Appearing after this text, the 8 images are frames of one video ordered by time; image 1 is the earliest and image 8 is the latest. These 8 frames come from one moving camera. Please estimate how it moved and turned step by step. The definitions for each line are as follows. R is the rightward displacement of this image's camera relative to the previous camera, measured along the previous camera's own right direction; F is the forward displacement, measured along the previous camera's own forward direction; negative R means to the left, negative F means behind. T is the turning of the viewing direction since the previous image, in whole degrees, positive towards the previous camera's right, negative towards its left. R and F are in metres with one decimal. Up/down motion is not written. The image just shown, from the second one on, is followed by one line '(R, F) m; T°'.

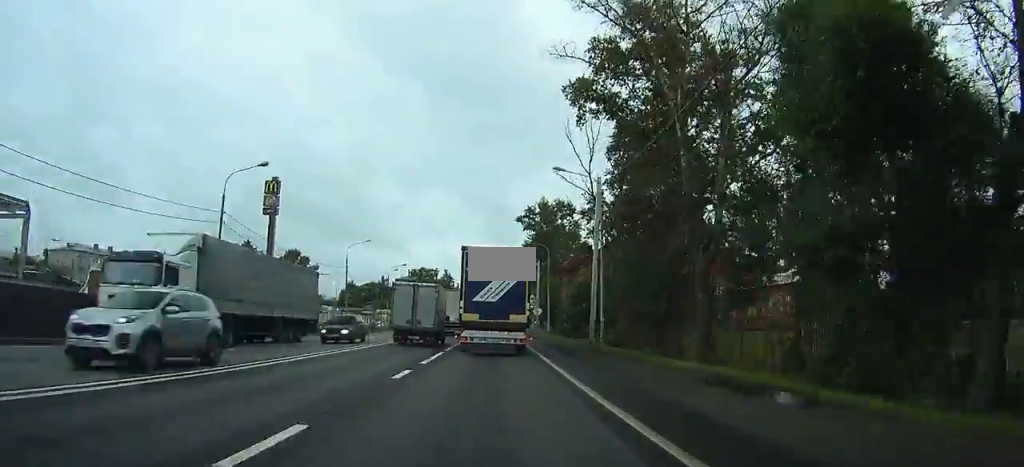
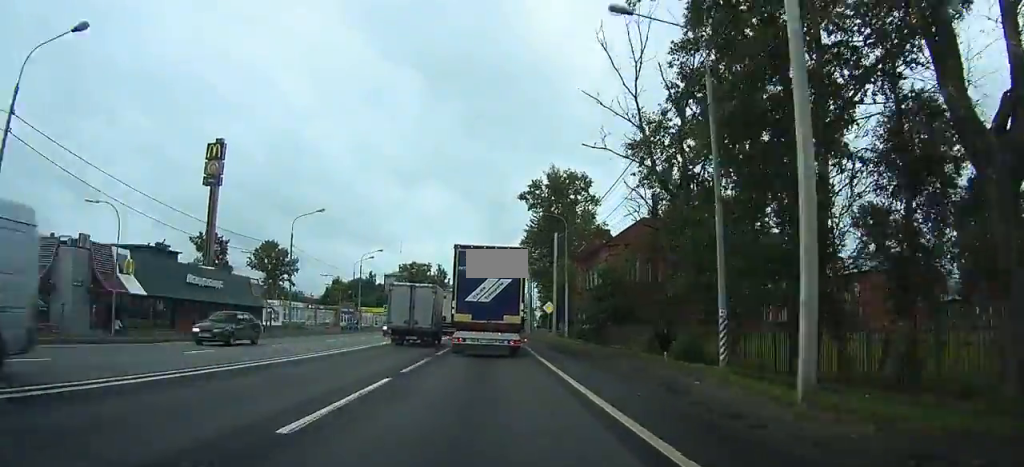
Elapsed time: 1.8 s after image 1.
(+1.4, +18.4) m; +3°
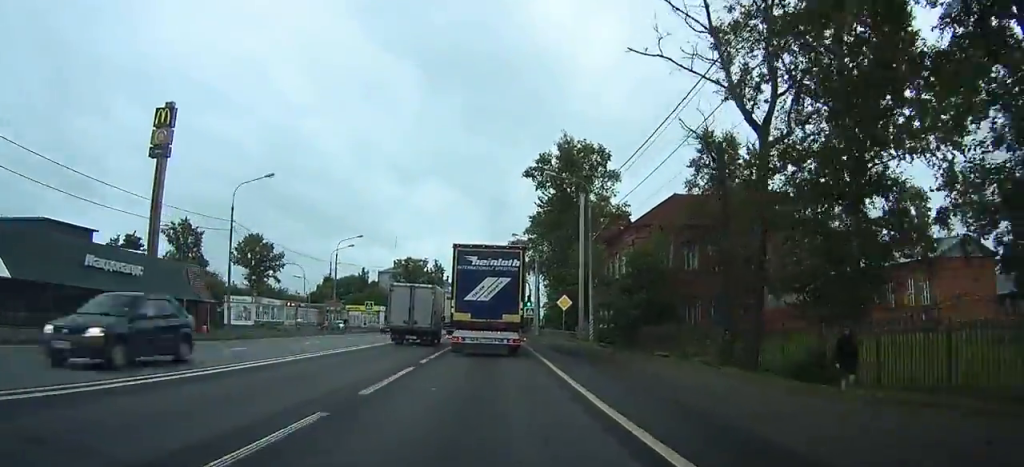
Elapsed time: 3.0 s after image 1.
(0.0, +11.9) m; 0°
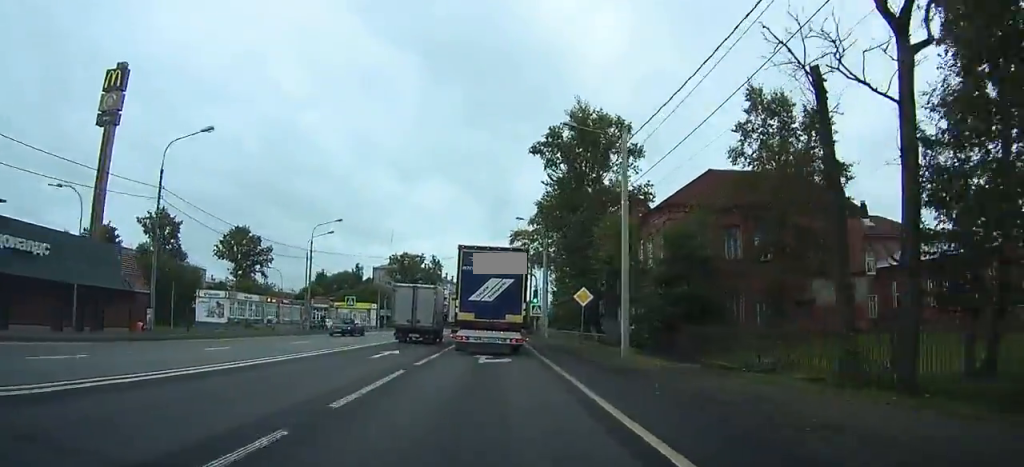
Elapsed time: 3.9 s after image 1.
(-0.2, +9.0) m; -1°
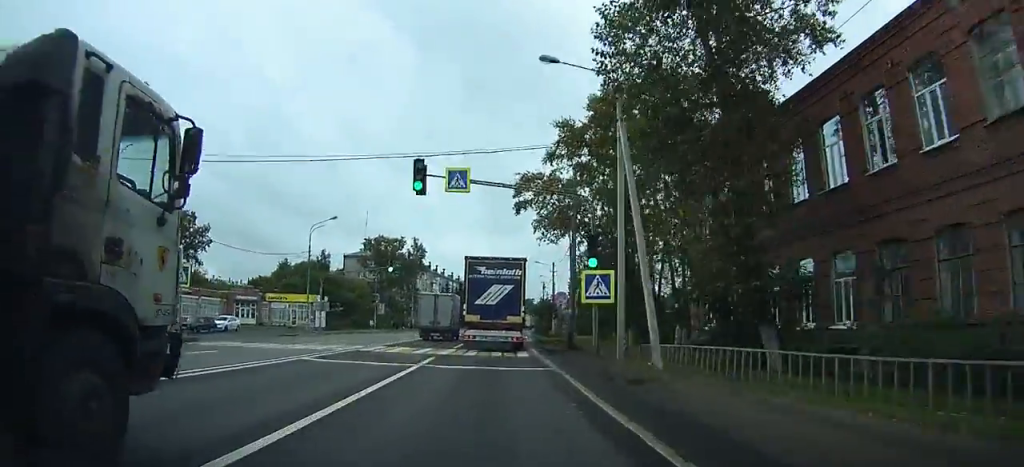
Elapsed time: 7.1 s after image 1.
(-0.2, +29.0) m; 0°
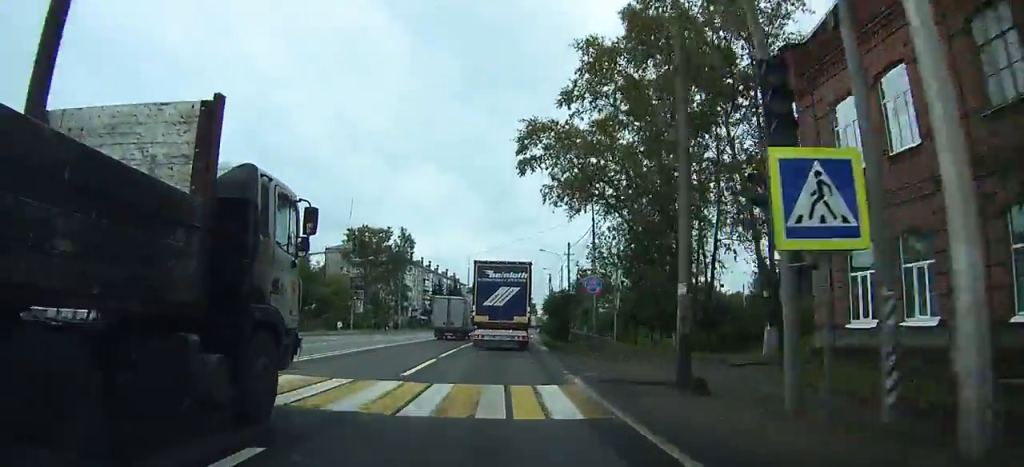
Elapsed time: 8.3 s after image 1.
(+0.1, +12.2) m; 0°
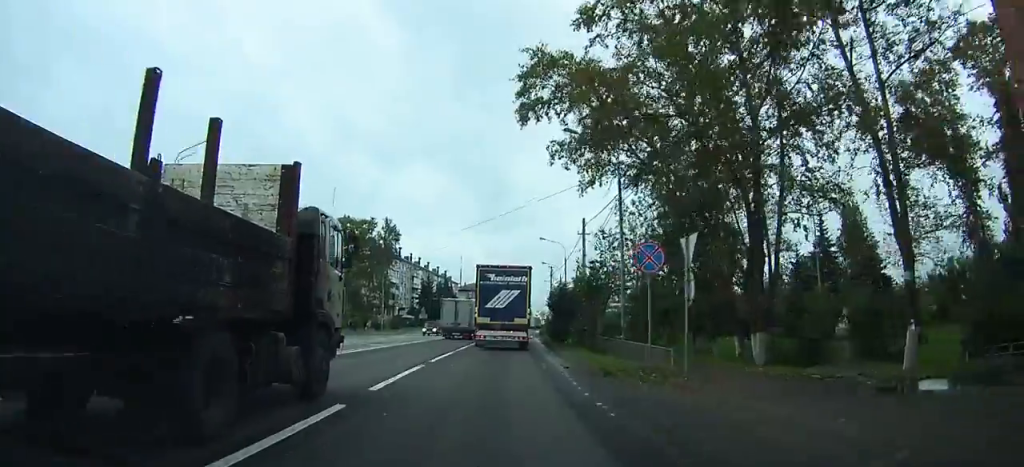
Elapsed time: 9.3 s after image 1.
(0.0, +9.8) m; 0°
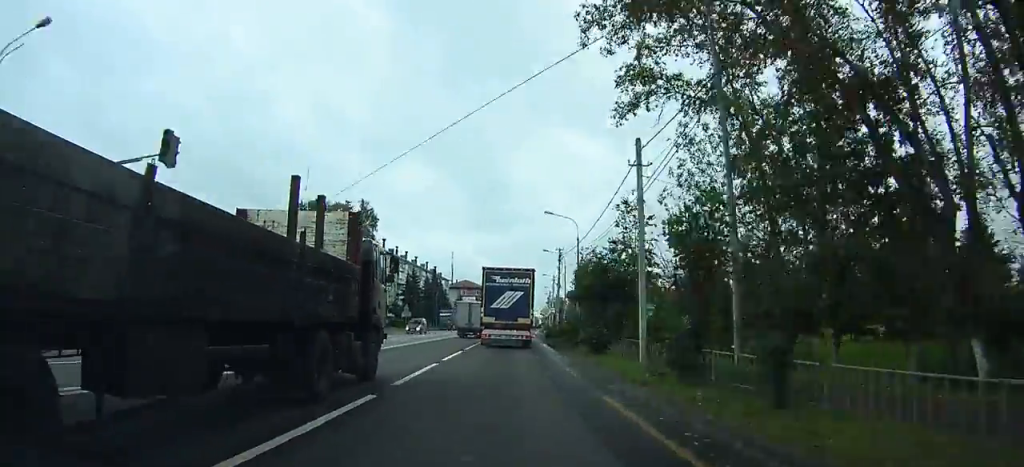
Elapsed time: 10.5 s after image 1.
(0.0, +13.4) m; 0°
